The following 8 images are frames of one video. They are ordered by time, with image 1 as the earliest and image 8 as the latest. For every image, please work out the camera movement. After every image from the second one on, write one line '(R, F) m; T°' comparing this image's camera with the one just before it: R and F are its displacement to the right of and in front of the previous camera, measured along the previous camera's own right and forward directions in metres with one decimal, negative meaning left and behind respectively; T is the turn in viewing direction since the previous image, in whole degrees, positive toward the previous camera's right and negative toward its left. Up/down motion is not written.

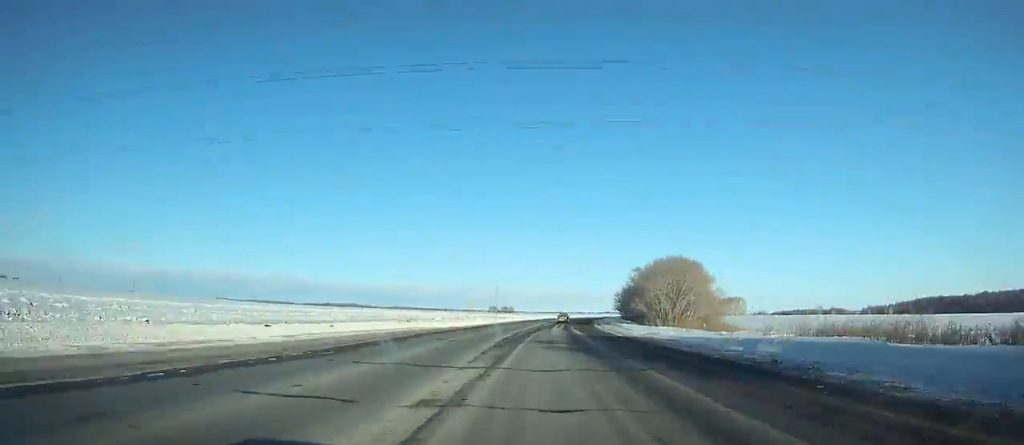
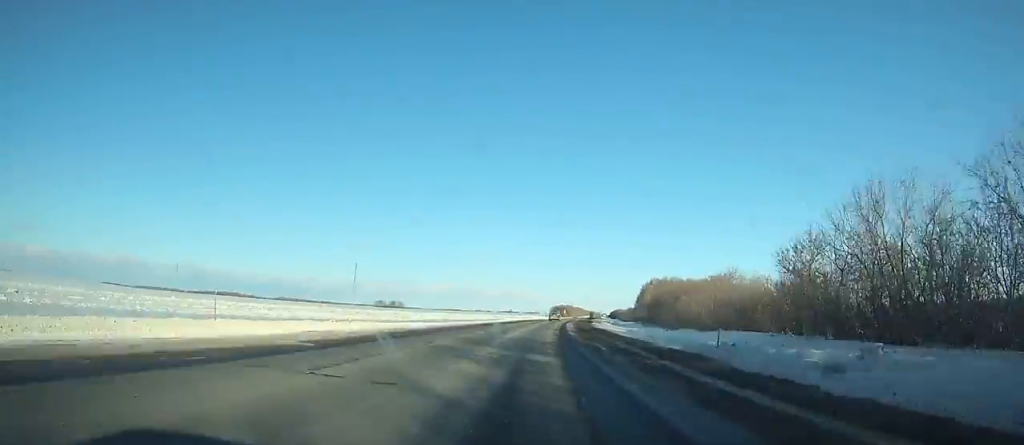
(+12.5, +146.8) m; +10°
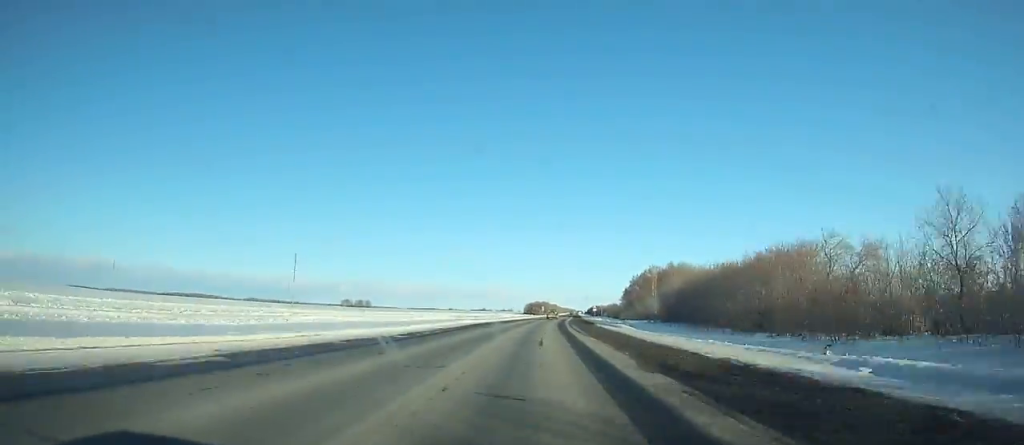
(+0.3, +44.2) m; +3°
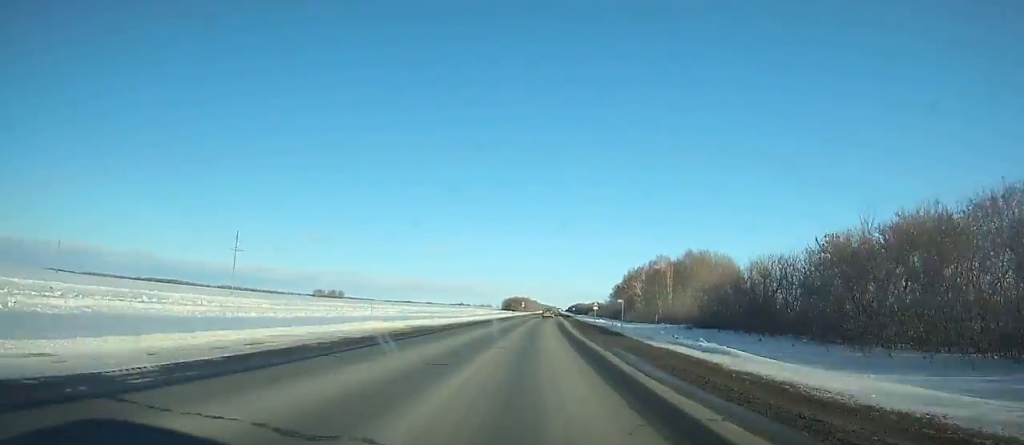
(+1.4, +33.9) m; +2°
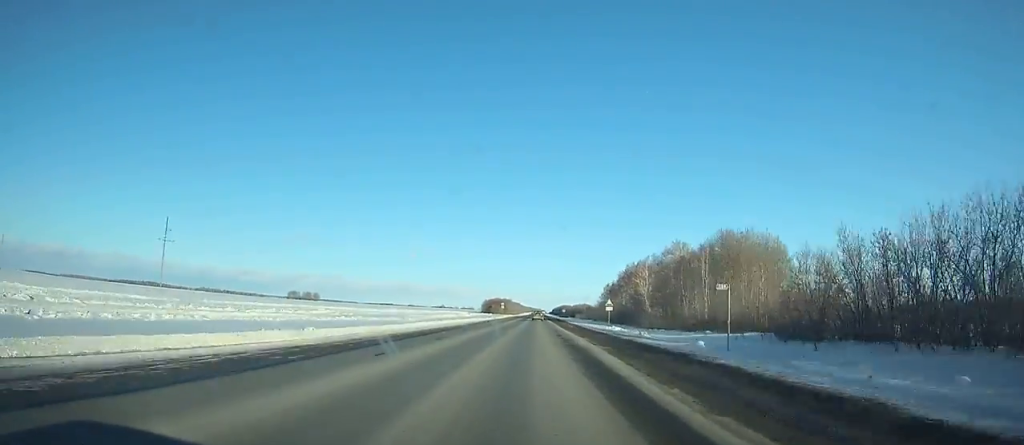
(+0.5, +34.0) m; +2°
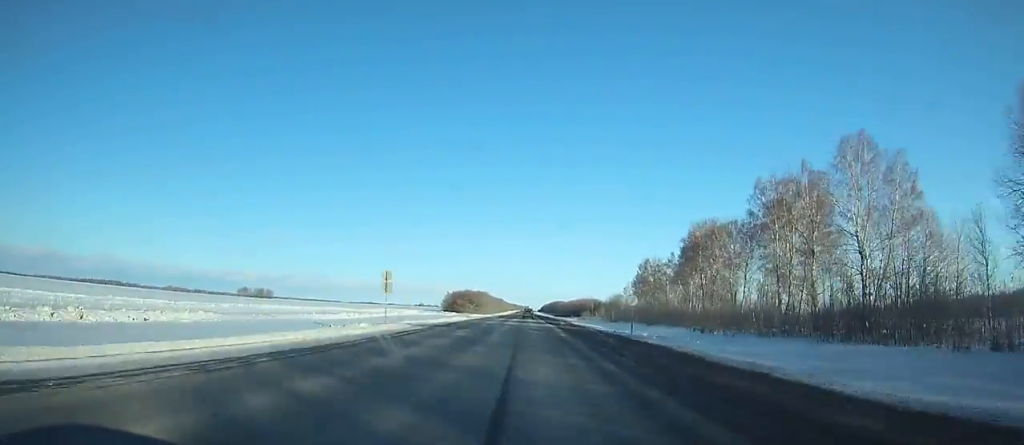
(+3.3, +115.0) m; +2°
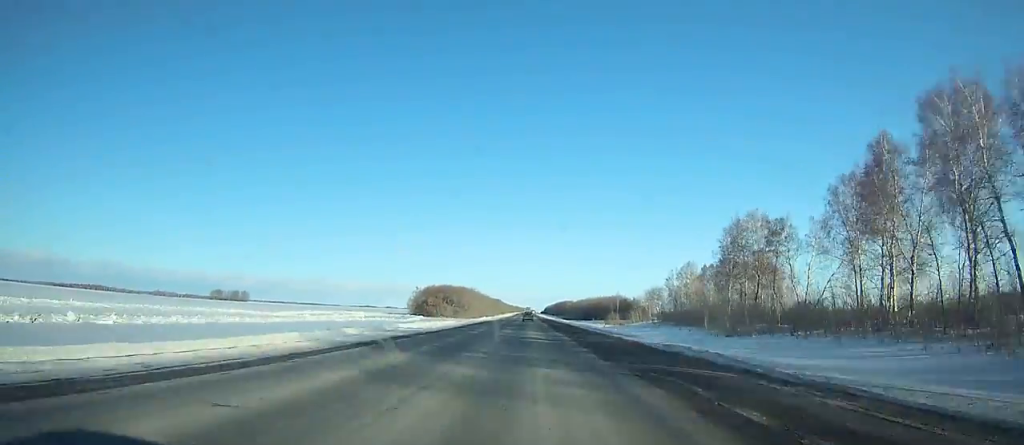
(+0.2, +72.7) m; 0°
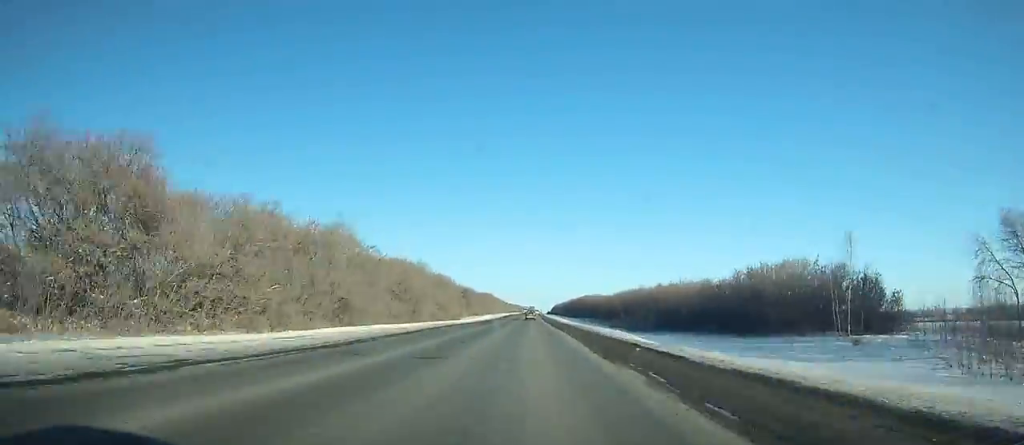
(-0.6, +148.1) m; 0°
